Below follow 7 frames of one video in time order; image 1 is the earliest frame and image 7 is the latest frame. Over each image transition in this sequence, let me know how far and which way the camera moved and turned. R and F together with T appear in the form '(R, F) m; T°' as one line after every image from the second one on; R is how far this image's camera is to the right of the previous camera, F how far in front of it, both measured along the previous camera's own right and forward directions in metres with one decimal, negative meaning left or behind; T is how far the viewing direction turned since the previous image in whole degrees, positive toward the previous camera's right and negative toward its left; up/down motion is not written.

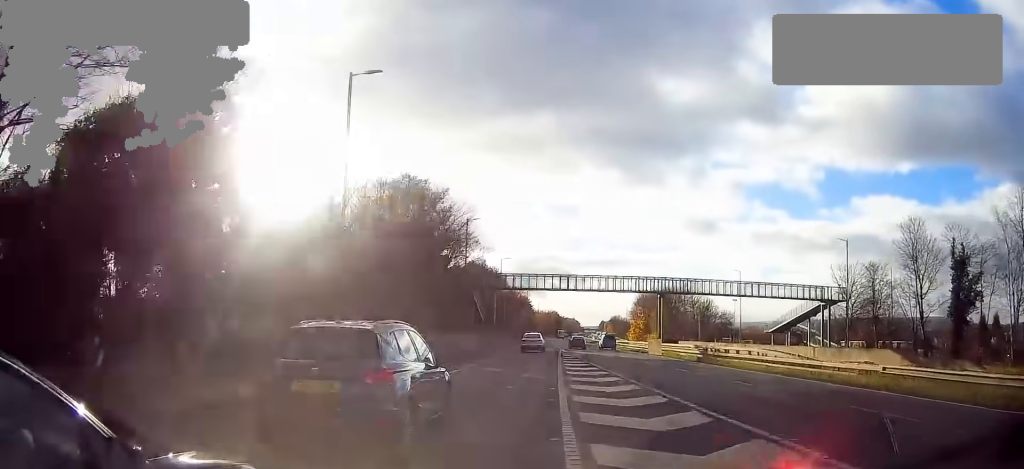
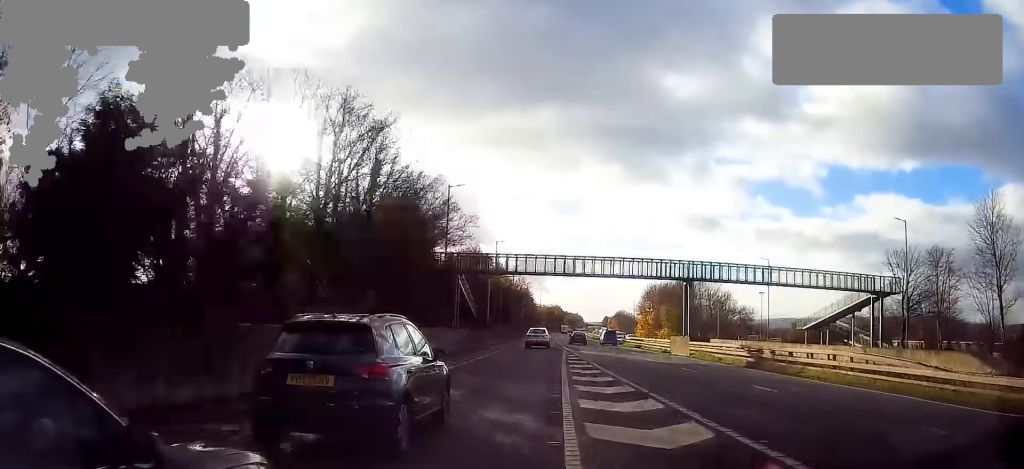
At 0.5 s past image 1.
(0.0, +12.4) m; 0°
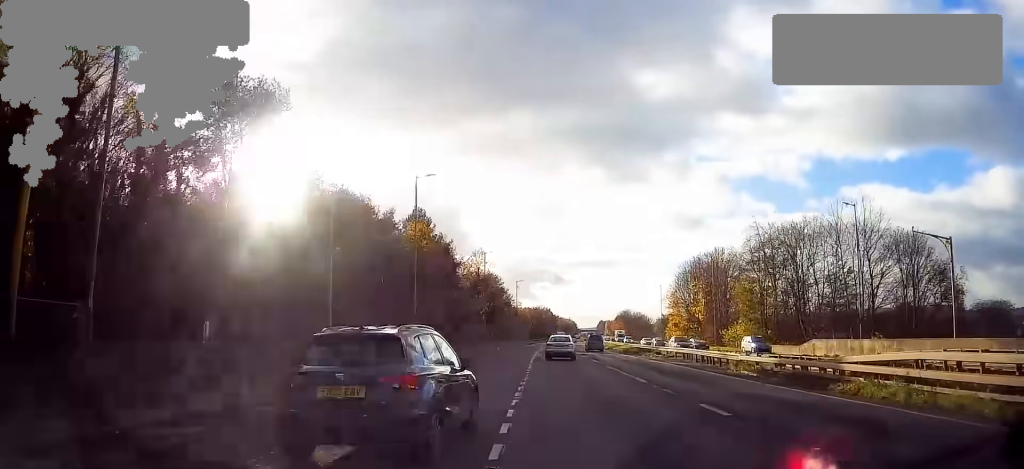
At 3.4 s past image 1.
(+0.4, +69.5) m; 0°
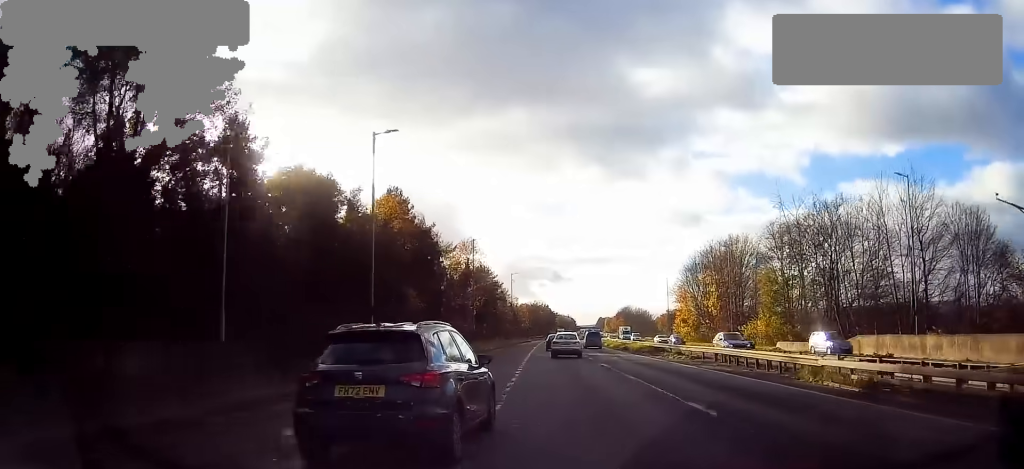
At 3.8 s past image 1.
(-0.2, +9.2) m; 0°
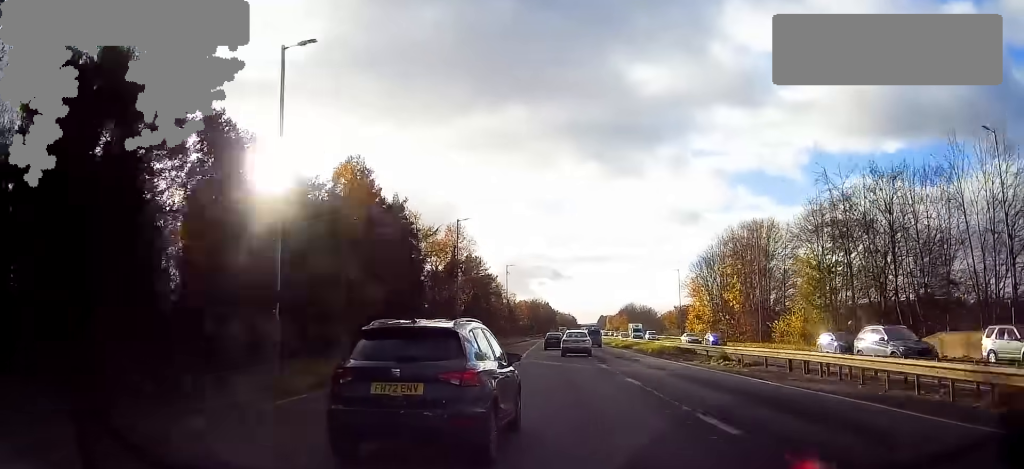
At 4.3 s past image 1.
(-0.2, +11.5) m; 0°
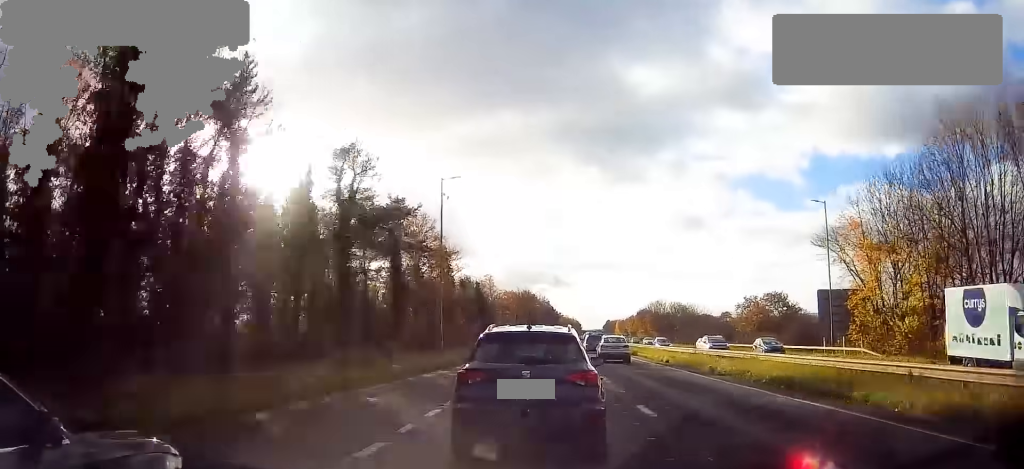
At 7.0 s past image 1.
(-0.1, +63.0) m; -1°
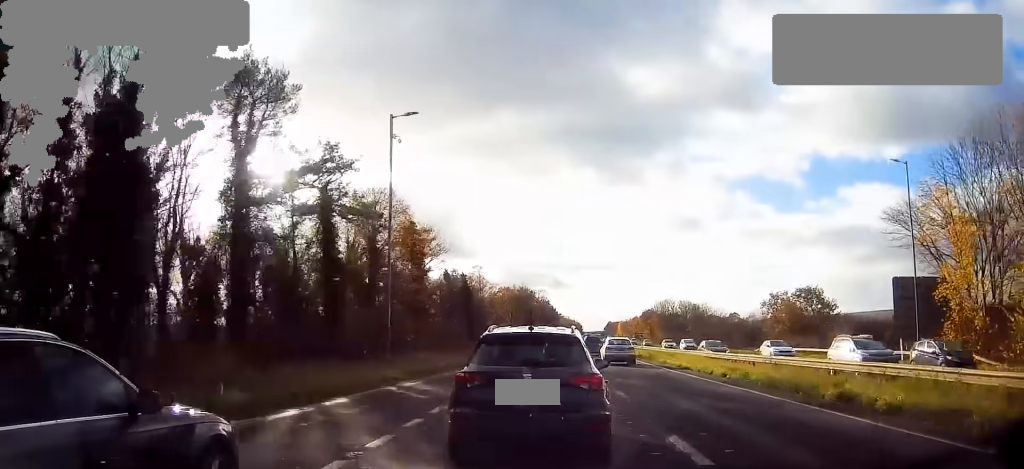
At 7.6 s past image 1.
(0.0, +13.3) m; 0°
